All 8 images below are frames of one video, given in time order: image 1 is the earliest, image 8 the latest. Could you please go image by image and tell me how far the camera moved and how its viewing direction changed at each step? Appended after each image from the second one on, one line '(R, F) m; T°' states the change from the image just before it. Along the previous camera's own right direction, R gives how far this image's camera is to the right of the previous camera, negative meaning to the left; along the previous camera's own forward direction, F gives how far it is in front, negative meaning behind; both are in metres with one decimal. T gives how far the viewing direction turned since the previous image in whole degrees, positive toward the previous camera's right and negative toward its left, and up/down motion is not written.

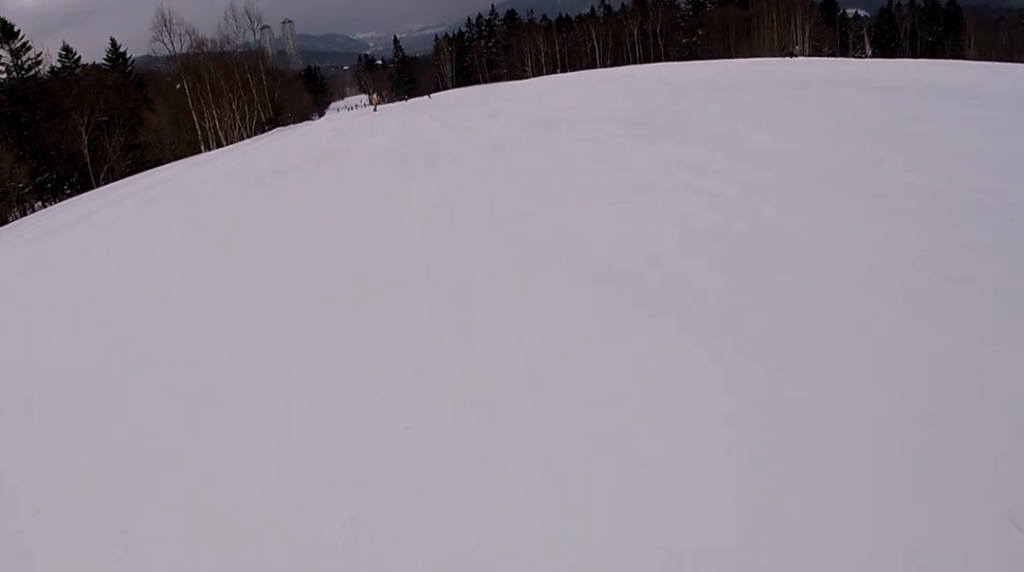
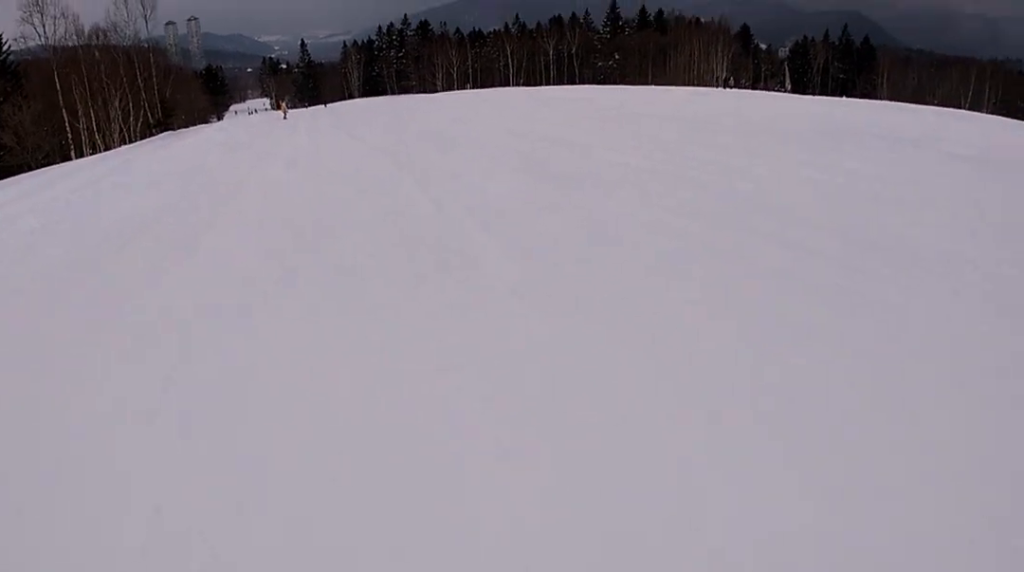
(+0.6, +7.4) m; +5°
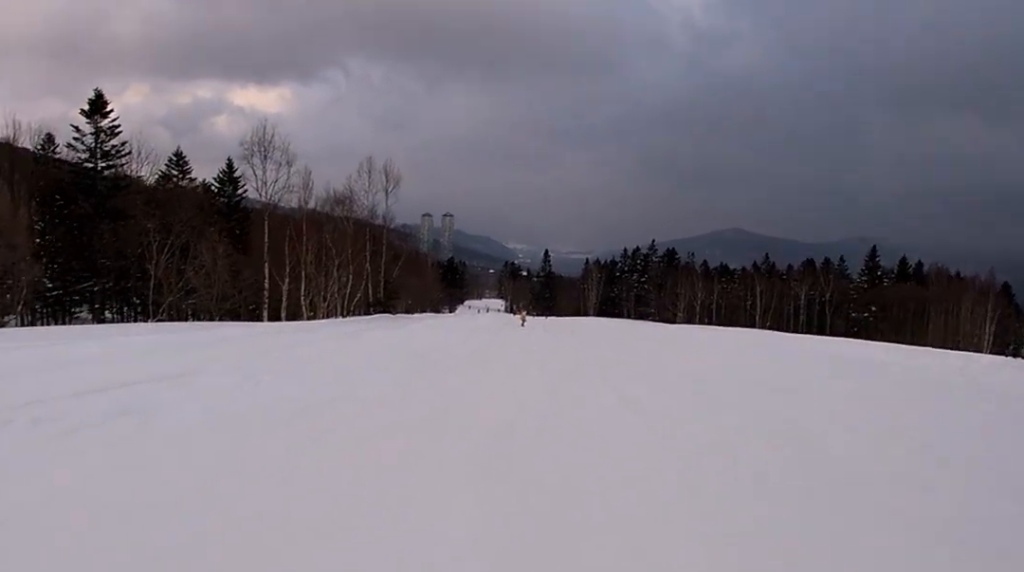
(-1.1, +9.7) m; -4°
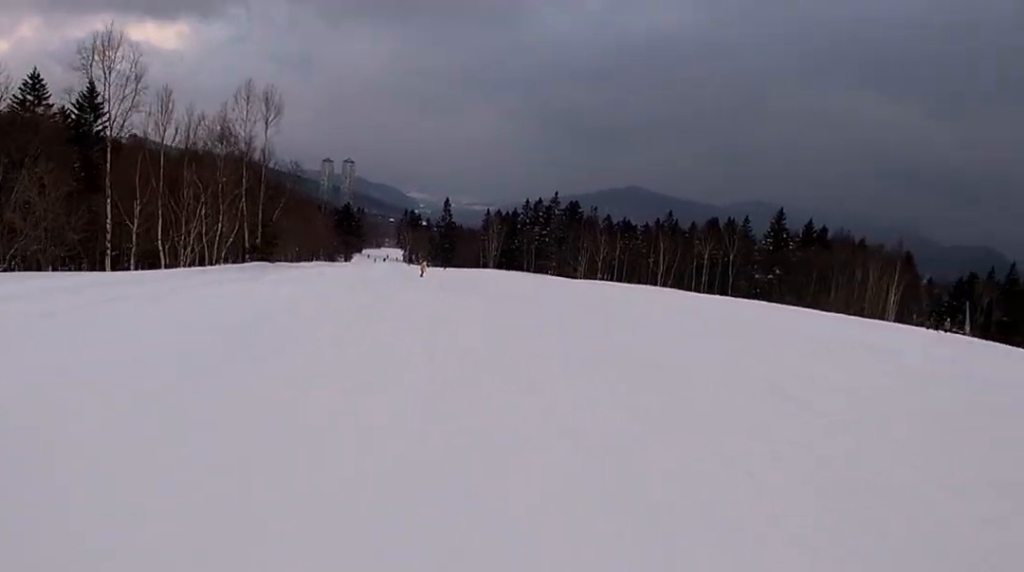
(+0.9, +5.8) m; +4°
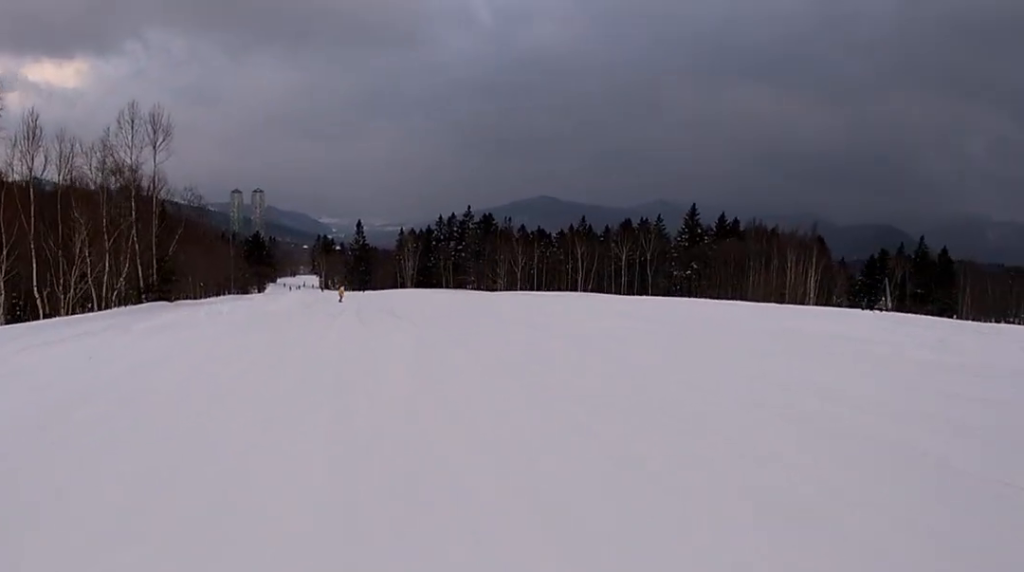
(+0.3, +4.0) m; +1°
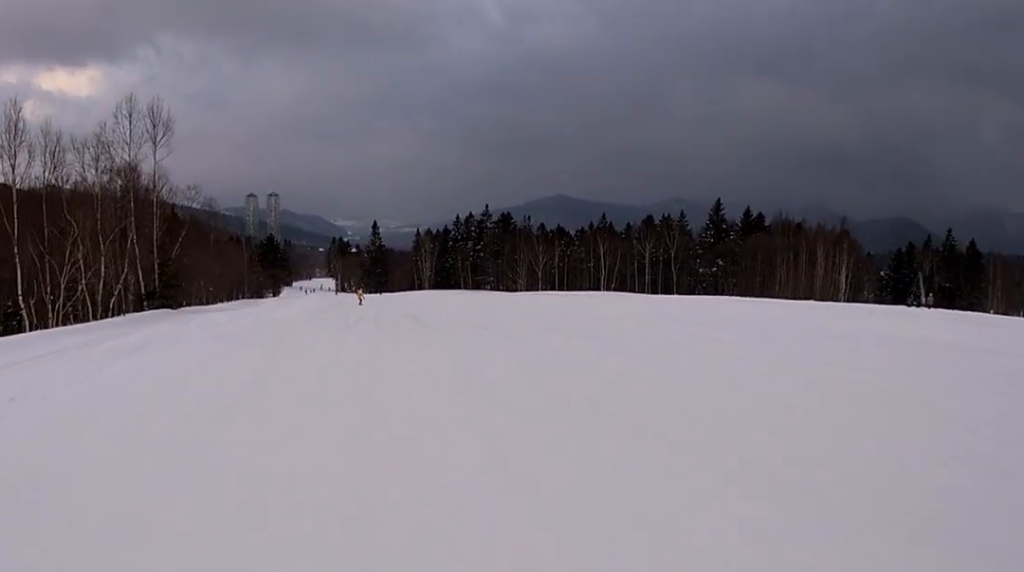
(-0.4, +3.5) m; -3°
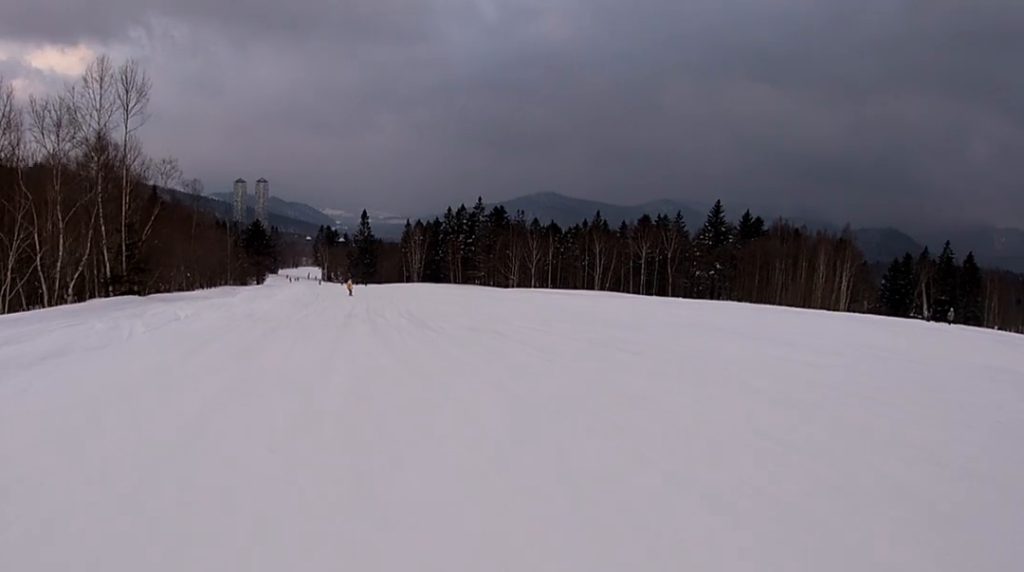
(-0.1, +4.1) m; +1°
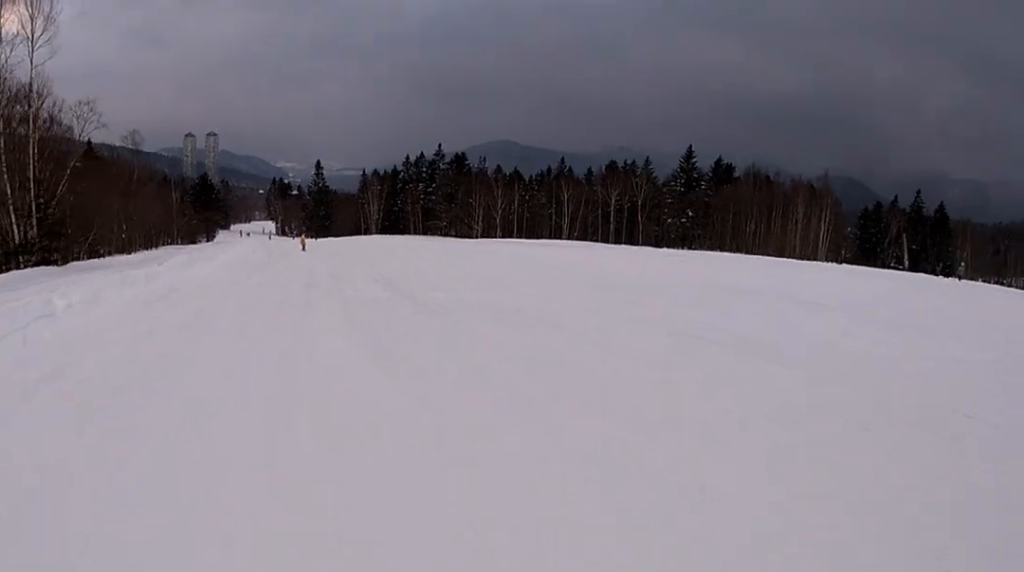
(+0.1, +6.2) m; +5°
